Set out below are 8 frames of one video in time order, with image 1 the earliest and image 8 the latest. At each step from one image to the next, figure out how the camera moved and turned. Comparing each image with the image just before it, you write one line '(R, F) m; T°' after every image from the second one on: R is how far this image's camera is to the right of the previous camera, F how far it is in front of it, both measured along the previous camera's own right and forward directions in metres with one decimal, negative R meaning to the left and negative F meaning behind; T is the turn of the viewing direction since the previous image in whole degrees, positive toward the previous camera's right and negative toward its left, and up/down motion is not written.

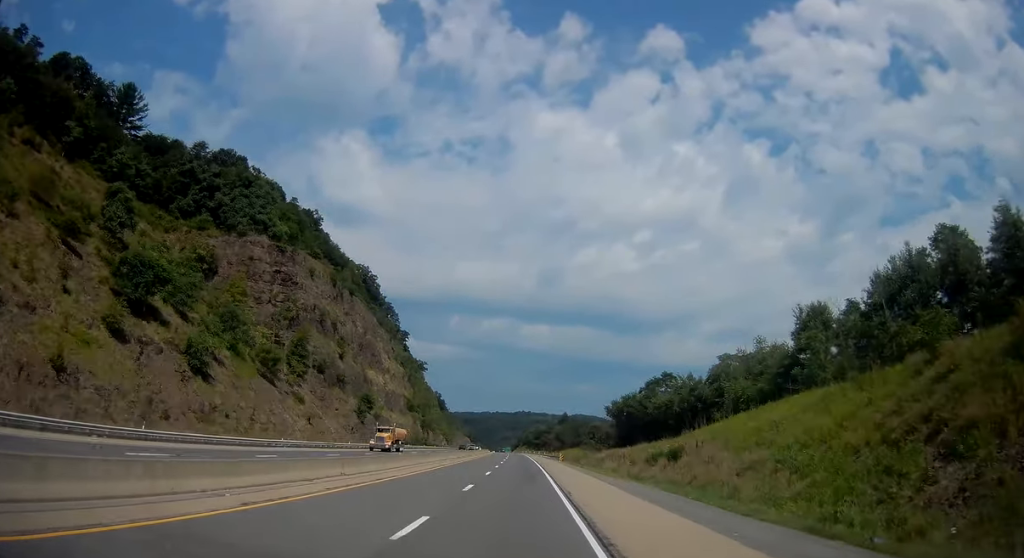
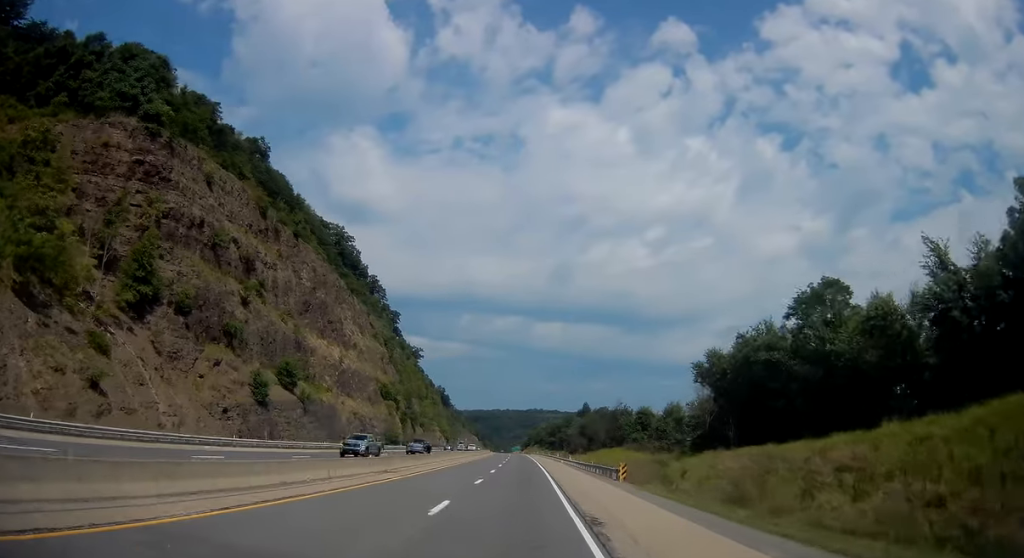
(-0.5, +56.4) m; -1°
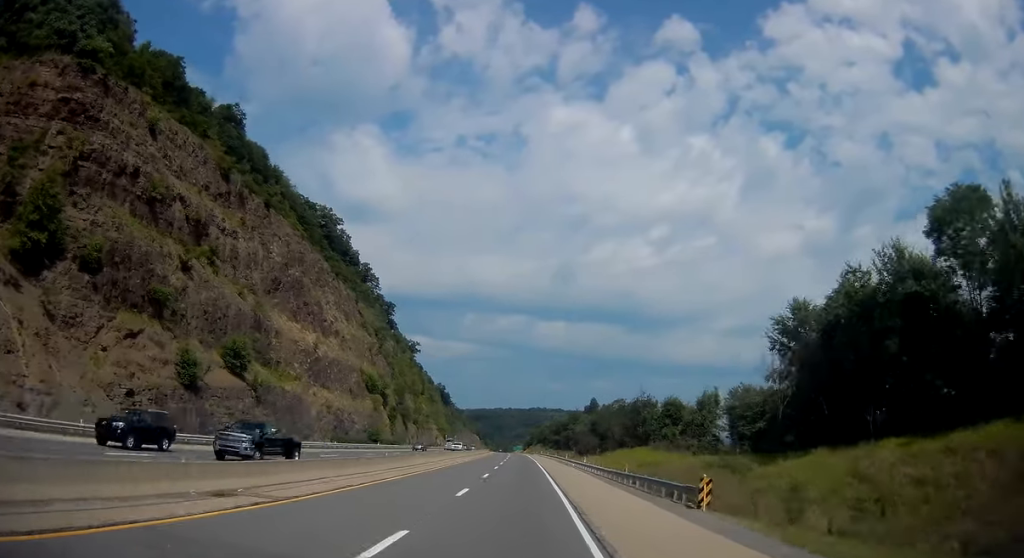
(-0.1, +18.8) m; 0°
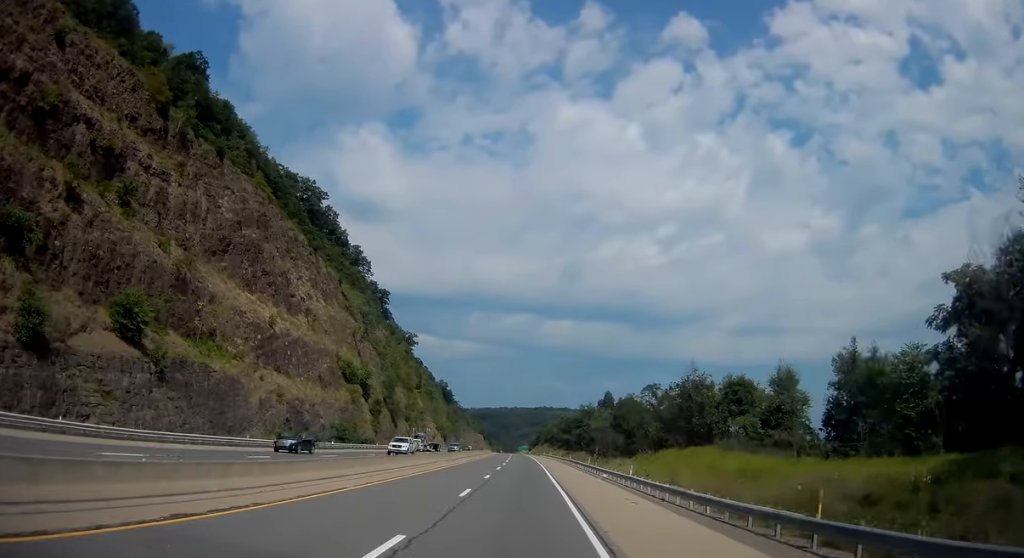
(-0.1, +24.7) m; -1°
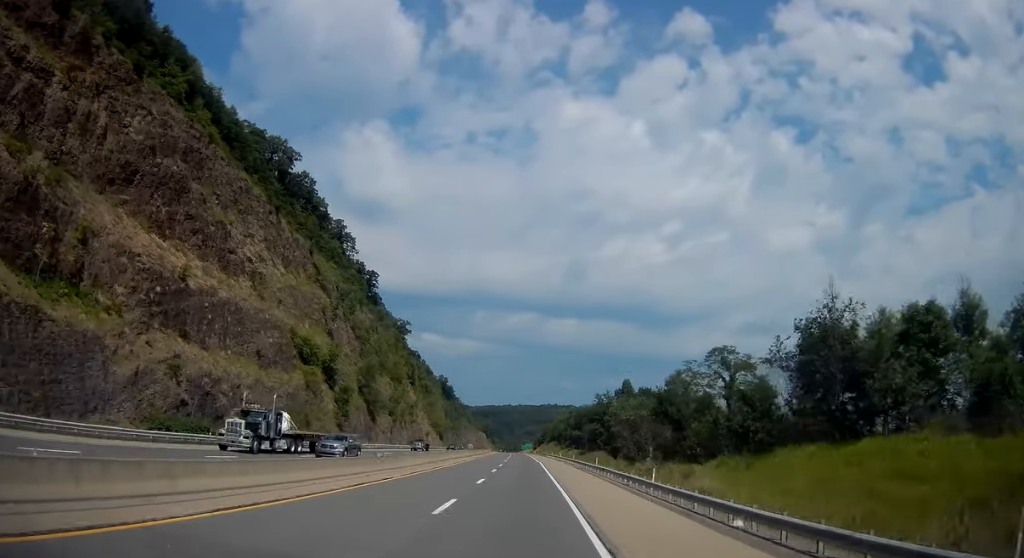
(-0.3, +29.1) m; -1°
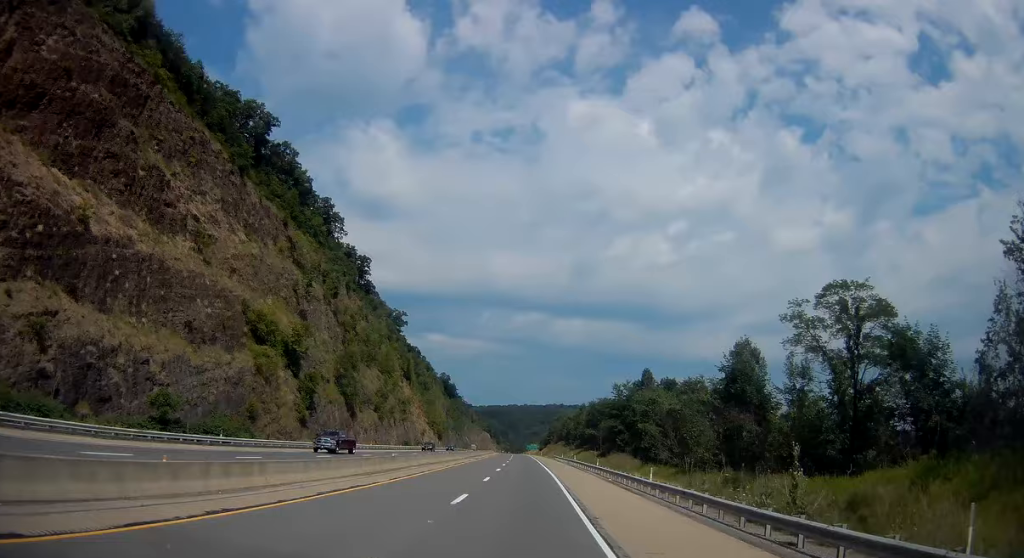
(0.0, +21.4) m; 0°
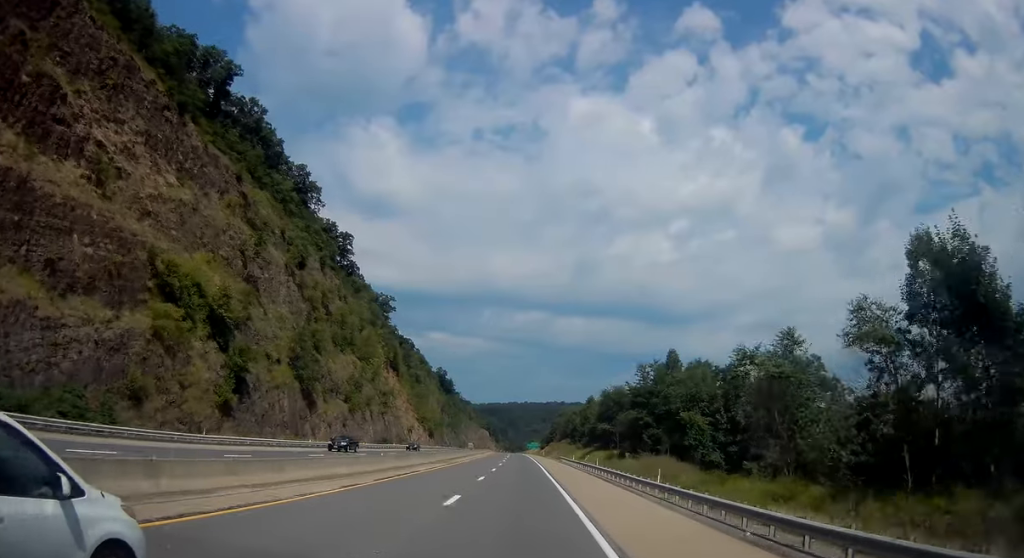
(-0.1, +25.1) m; 0°
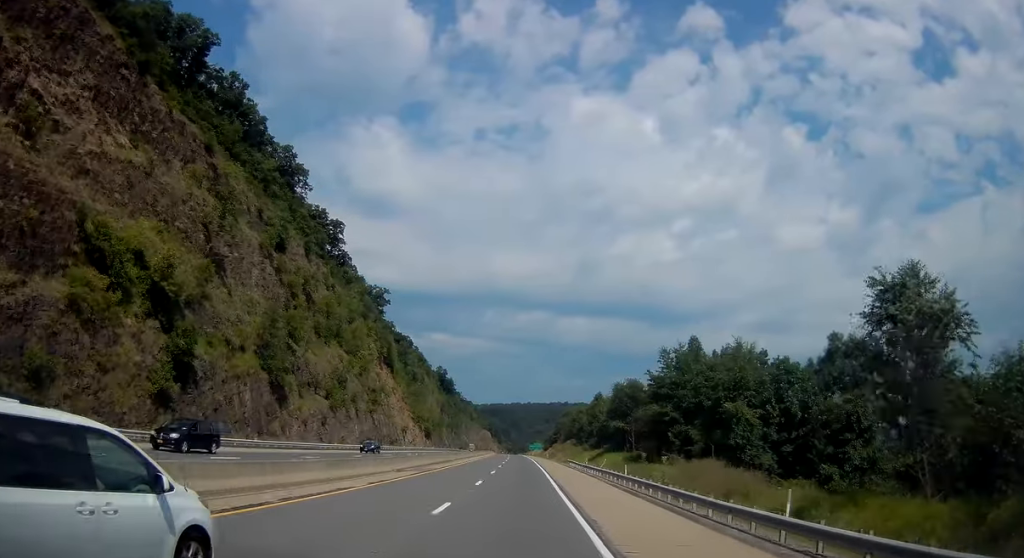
(+0.1, +13.9) m; 0°
